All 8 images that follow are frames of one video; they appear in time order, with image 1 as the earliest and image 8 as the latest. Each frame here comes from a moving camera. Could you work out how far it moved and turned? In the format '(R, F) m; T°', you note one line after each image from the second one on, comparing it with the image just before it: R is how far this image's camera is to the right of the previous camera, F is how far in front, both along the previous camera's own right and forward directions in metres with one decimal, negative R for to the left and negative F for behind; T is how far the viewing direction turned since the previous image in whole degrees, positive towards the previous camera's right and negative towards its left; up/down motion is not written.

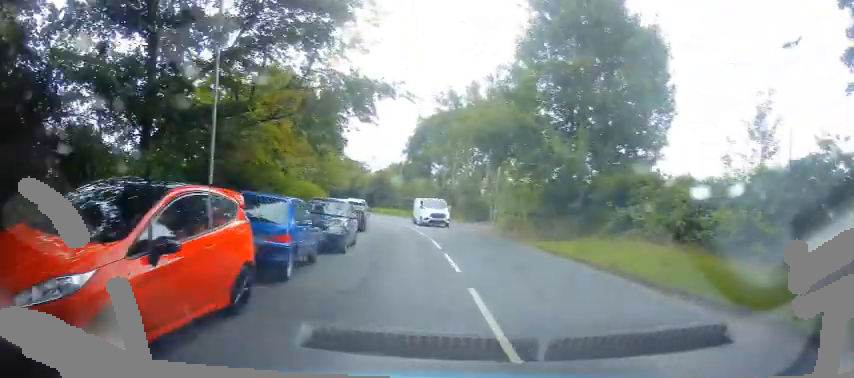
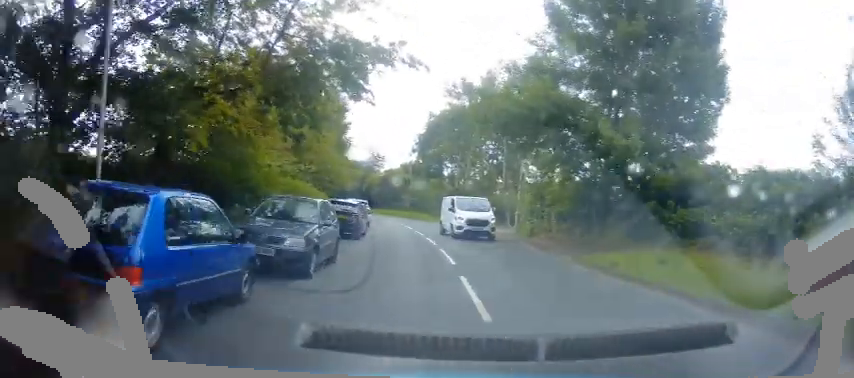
(-0.3, +4.4) m; -3°
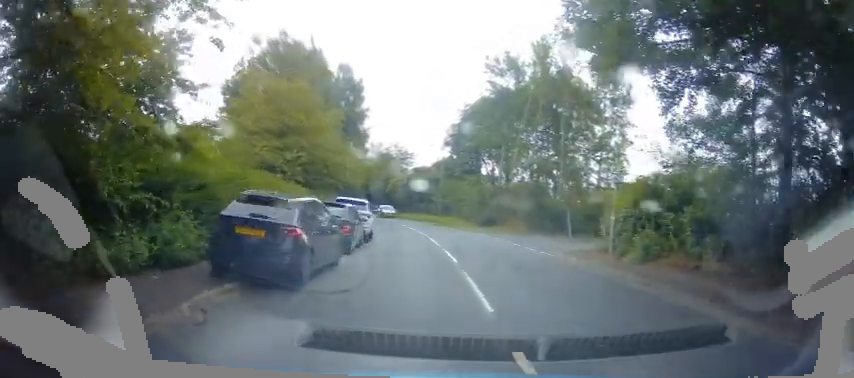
(-0.9, +11.3) m; -4°
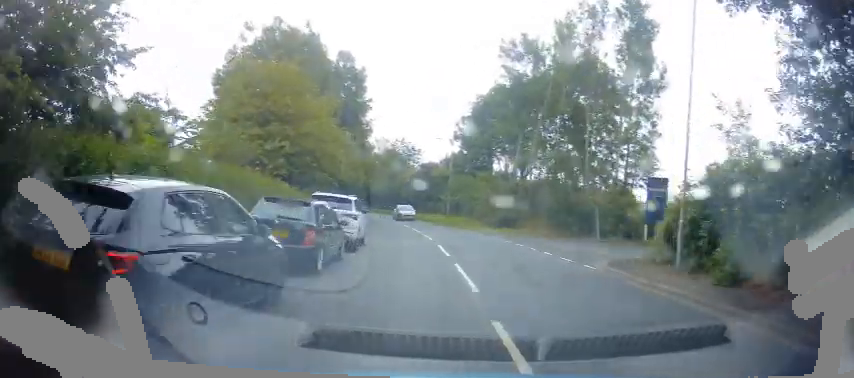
(0.0, +4.5) m; -1°
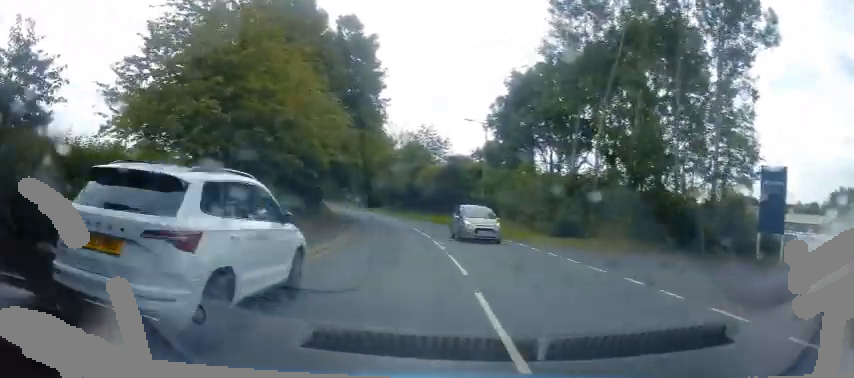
(0.0, +10.1) m; -4°
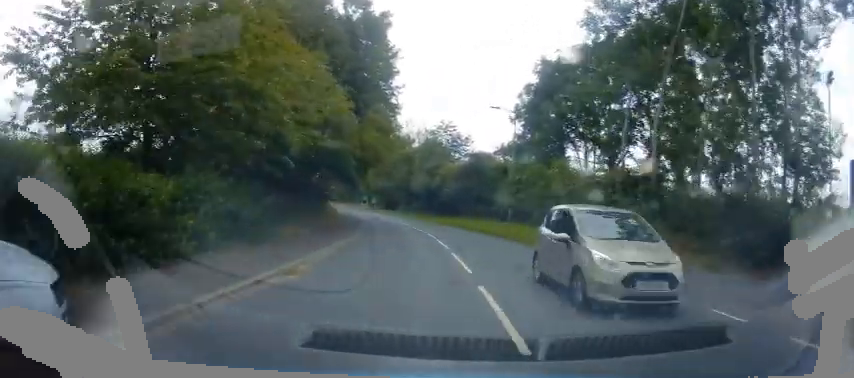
(-0.4, +5.6) m; -3°
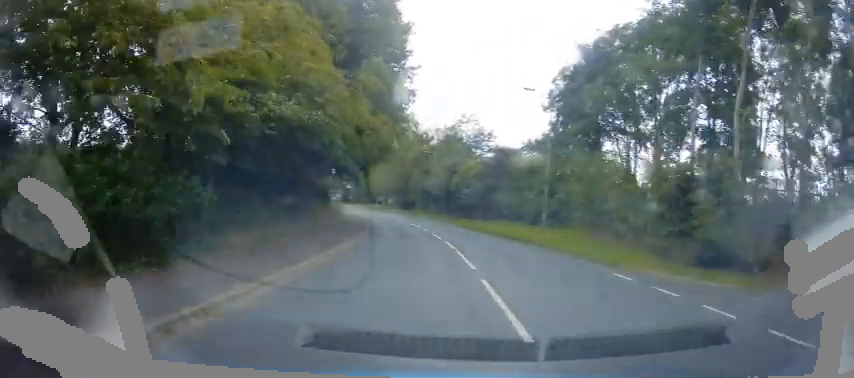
(0.0, +5.3) m; -9°
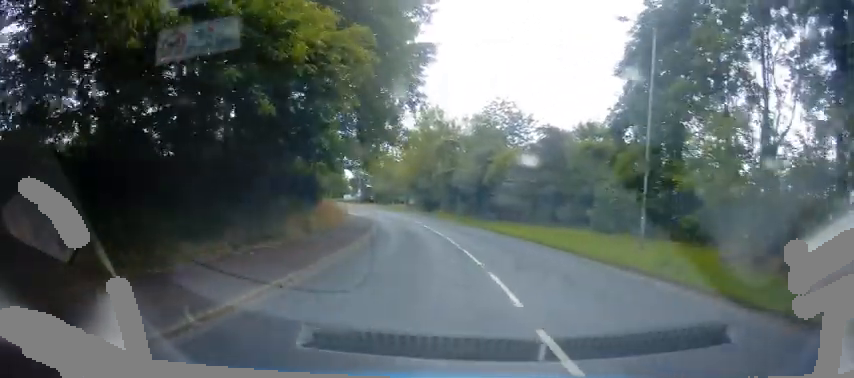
(-1.8, +10.4) m; -2°
